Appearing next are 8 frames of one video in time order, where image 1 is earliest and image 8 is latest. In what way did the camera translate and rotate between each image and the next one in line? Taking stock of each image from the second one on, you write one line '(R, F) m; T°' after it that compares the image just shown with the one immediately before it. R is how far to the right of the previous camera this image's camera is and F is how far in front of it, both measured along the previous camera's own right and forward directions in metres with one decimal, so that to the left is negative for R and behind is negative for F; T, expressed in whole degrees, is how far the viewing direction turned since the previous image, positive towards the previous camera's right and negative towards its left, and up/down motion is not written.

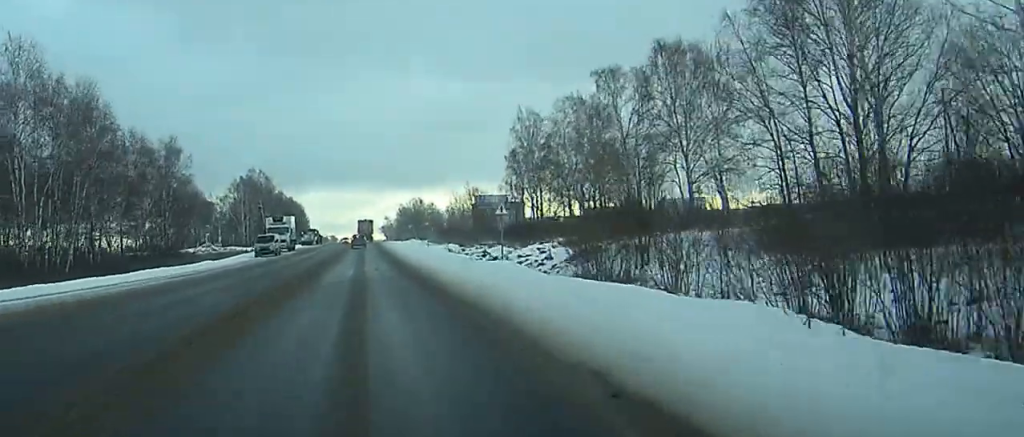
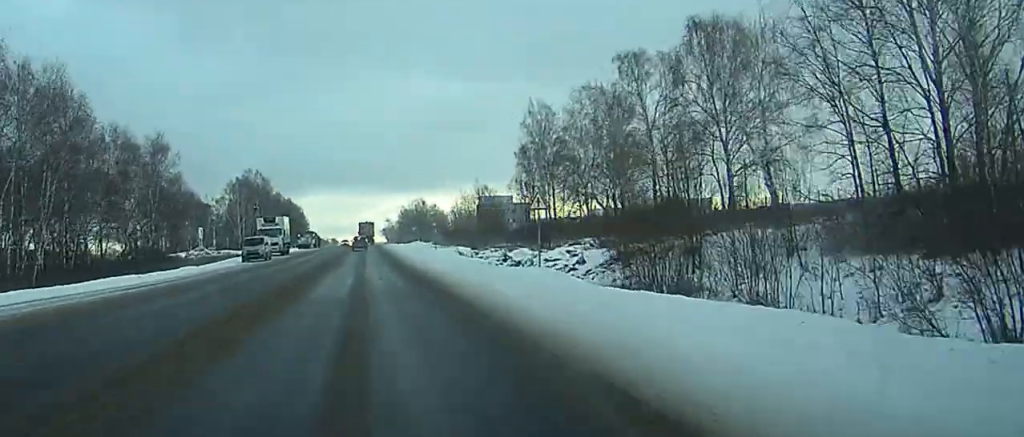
(0.0, +8.9) m; 0°
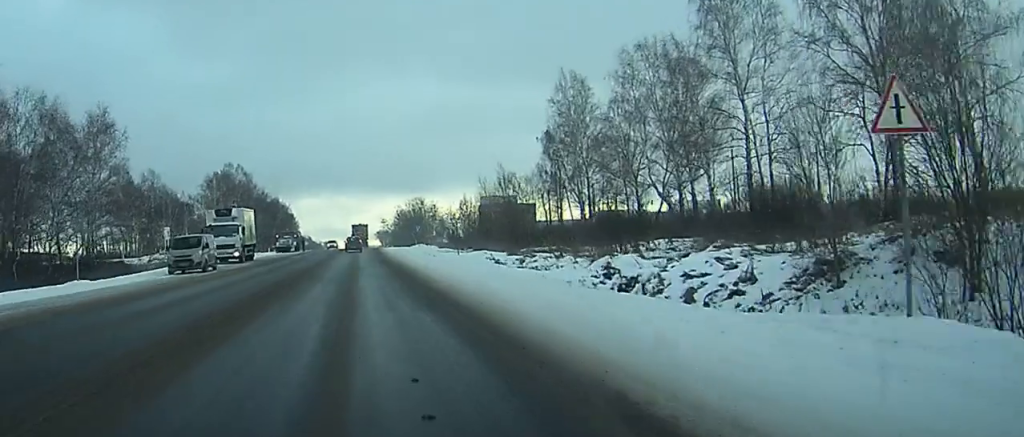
(0.0, +24.1) m; 0°
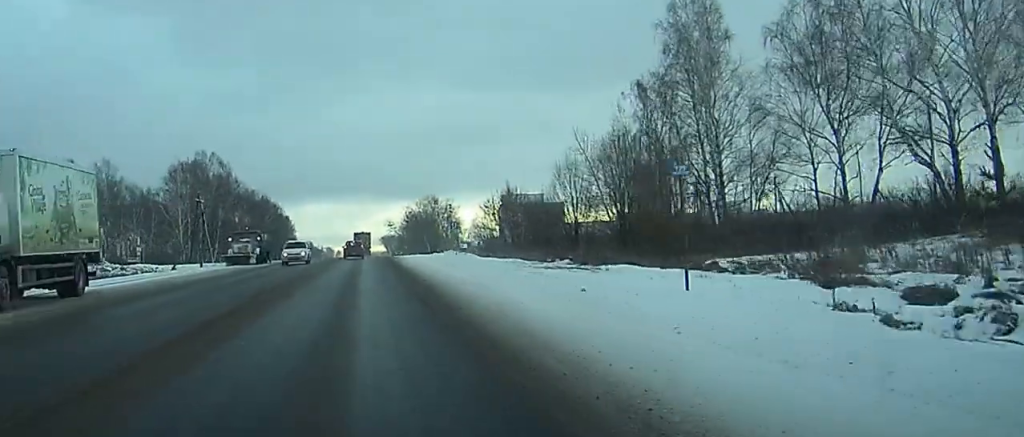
(+0.4, +40.2) m; +1°
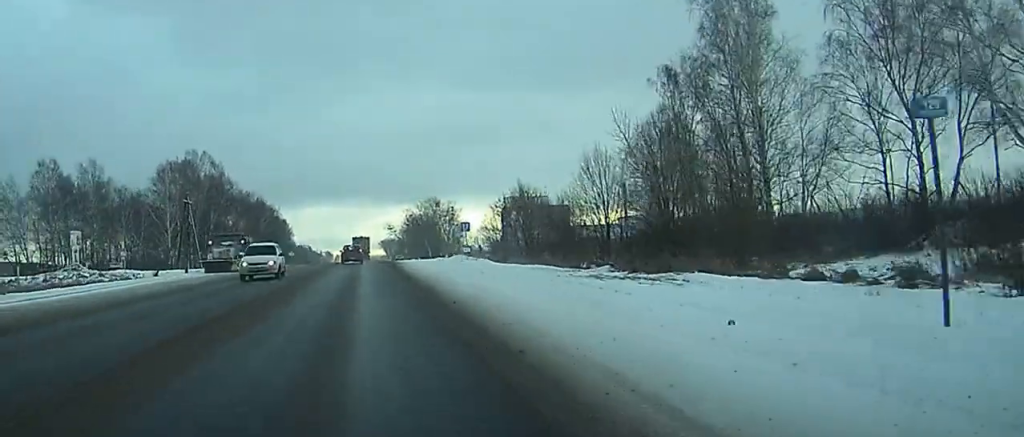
(0.0, +8.2) m; 0°
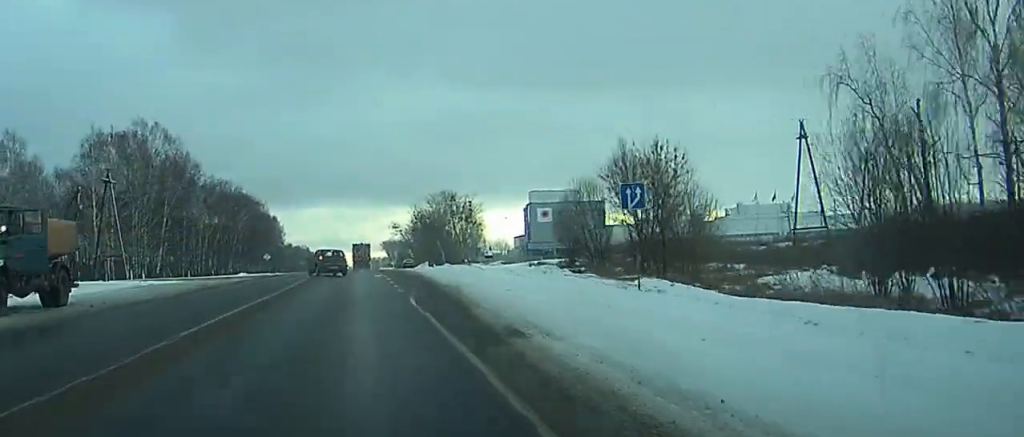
(+0.4, +38.5) m; 0°
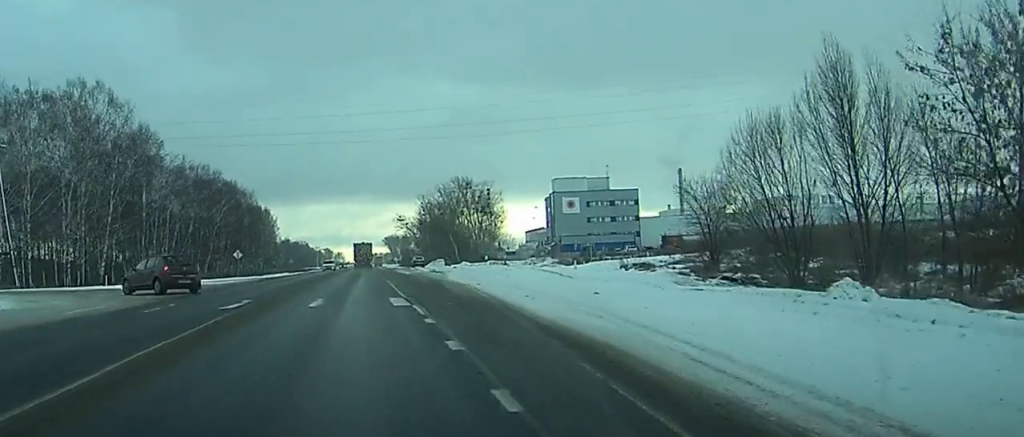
(-0.4, +28.3) m; 0°
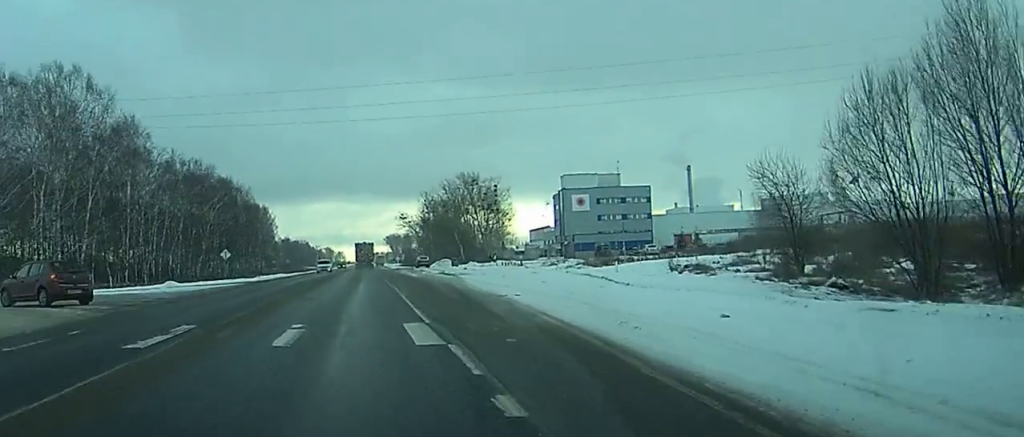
(+0.1, +8.3) m; 0°
